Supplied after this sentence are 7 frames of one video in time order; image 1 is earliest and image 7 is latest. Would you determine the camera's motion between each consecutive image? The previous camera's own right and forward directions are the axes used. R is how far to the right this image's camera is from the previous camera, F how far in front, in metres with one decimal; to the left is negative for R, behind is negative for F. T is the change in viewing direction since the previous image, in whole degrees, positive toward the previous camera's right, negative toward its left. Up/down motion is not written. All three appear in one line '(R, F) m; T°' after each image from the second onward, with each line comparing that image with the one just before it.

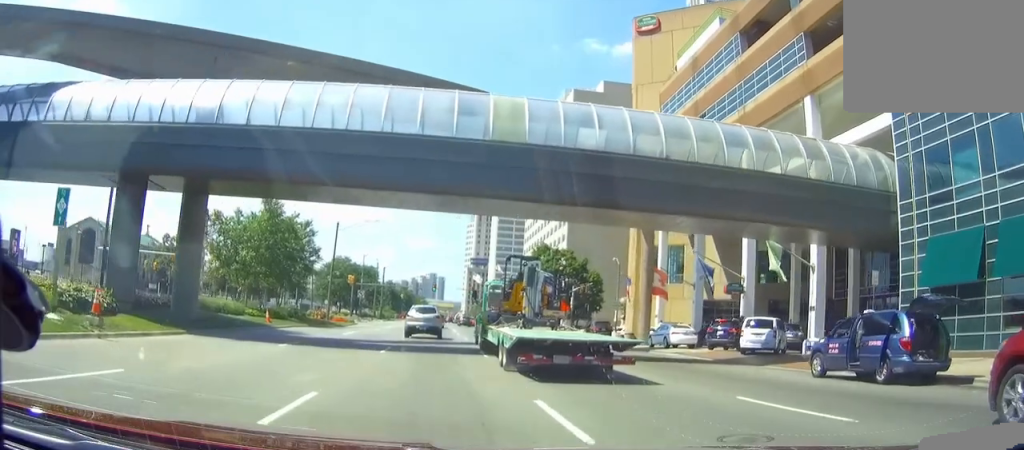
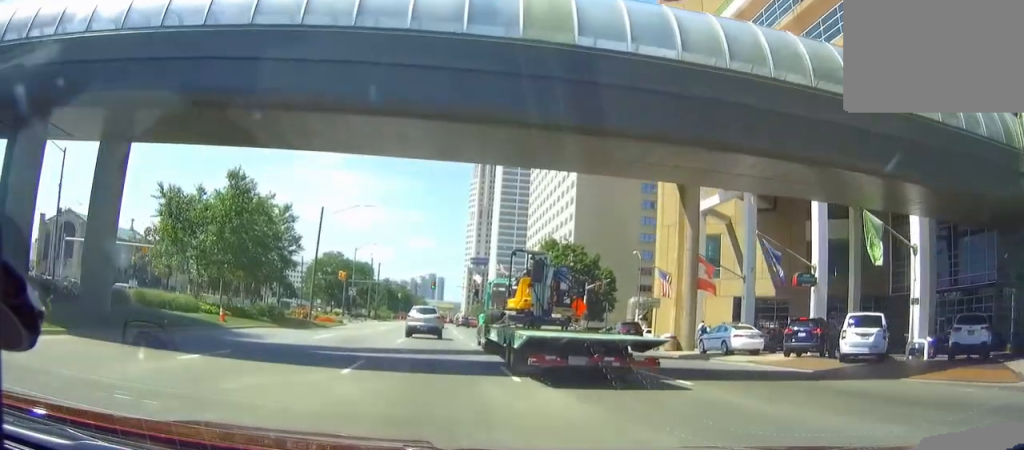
(-0.5, +8.7) m; 0°
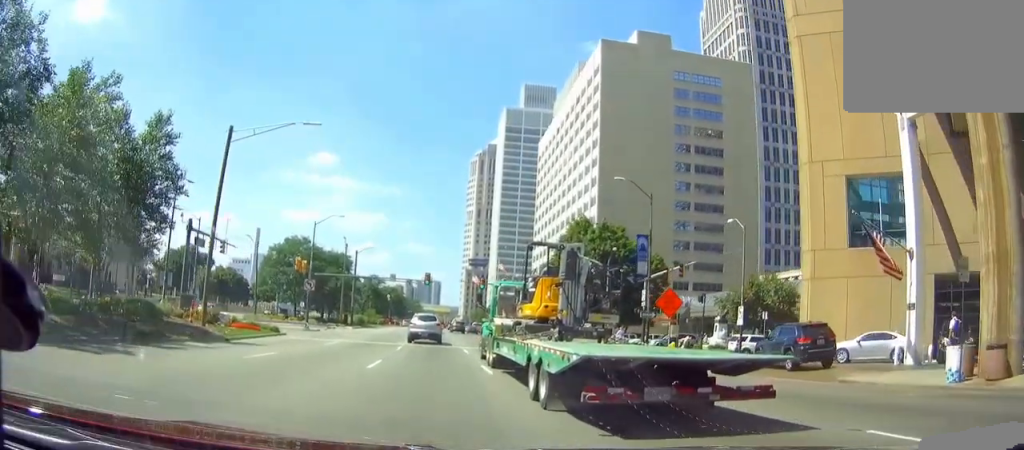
(+1.0, +25.3) m; 0°
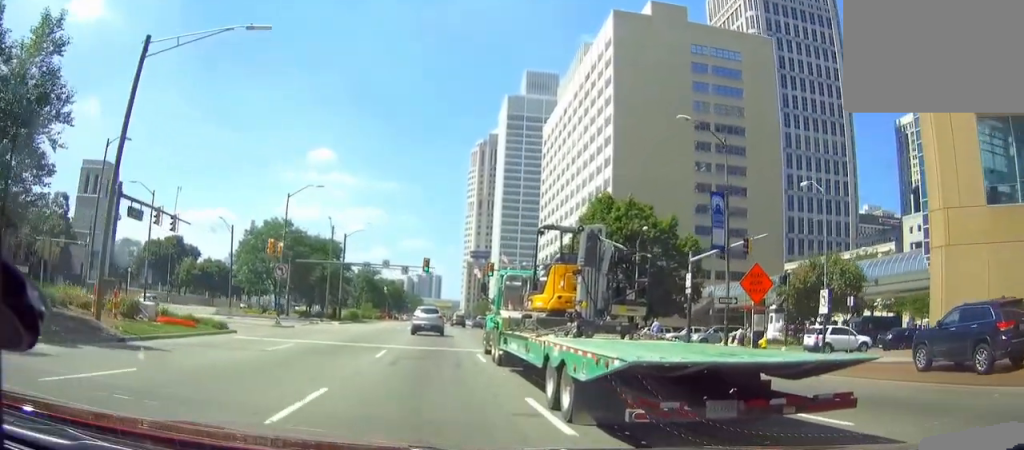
(-0.2, +10.7) m; -2°
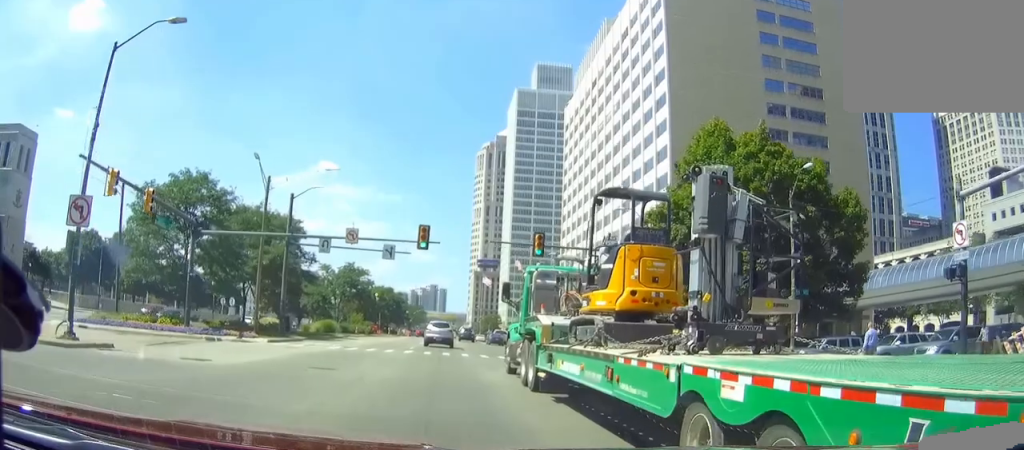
(-0.7, +29.9) m; -2°
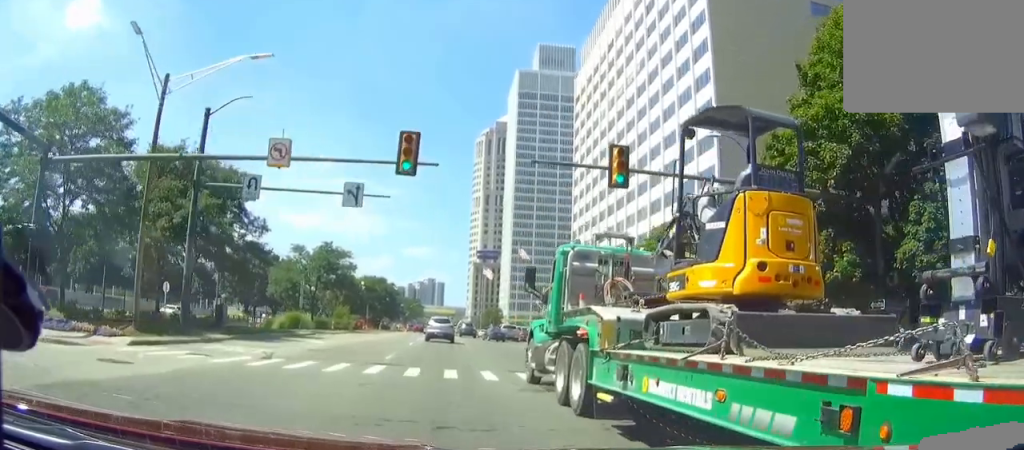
(0.0, +17.3) m; 0°
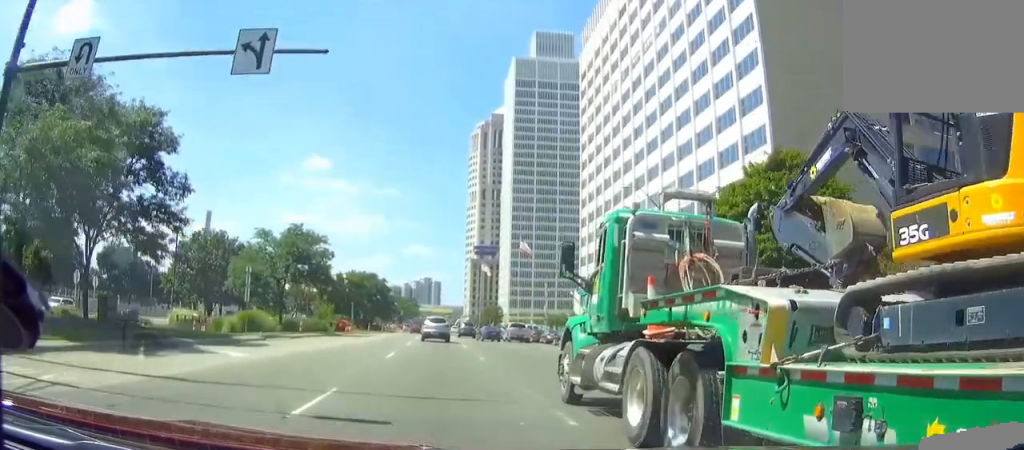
(0.0, +13.9) m; 0°
